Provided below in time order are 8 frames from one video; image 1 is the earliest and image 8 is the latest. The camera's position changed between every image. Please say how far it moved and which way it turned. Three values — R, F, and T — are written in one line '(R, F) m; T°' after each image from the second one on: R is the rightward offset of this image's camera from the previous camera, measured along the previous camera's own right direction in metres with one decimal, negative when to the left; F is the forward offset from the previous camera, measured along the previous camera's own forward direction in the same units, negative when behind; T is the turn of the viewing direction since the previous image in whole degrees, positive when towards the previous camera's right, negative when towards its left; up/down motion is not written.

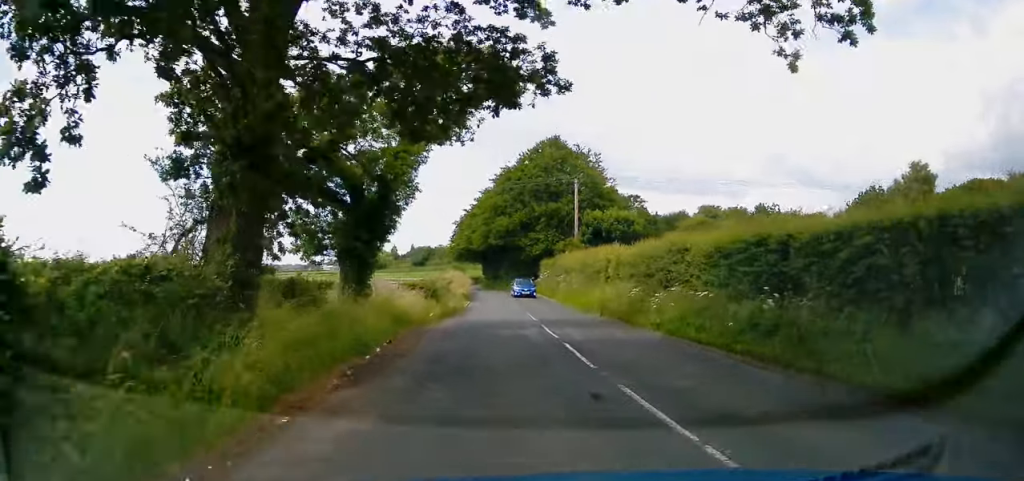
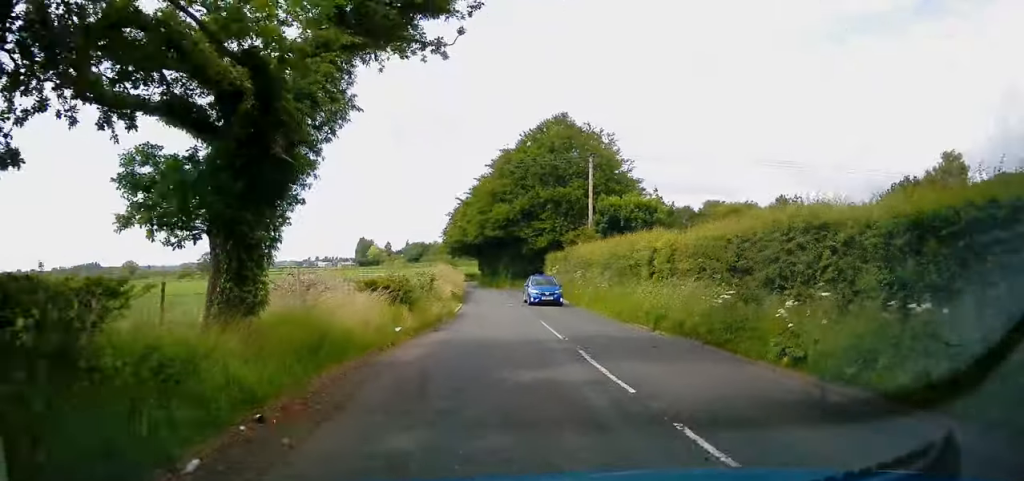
(+0.2, +8.5) m; +1°
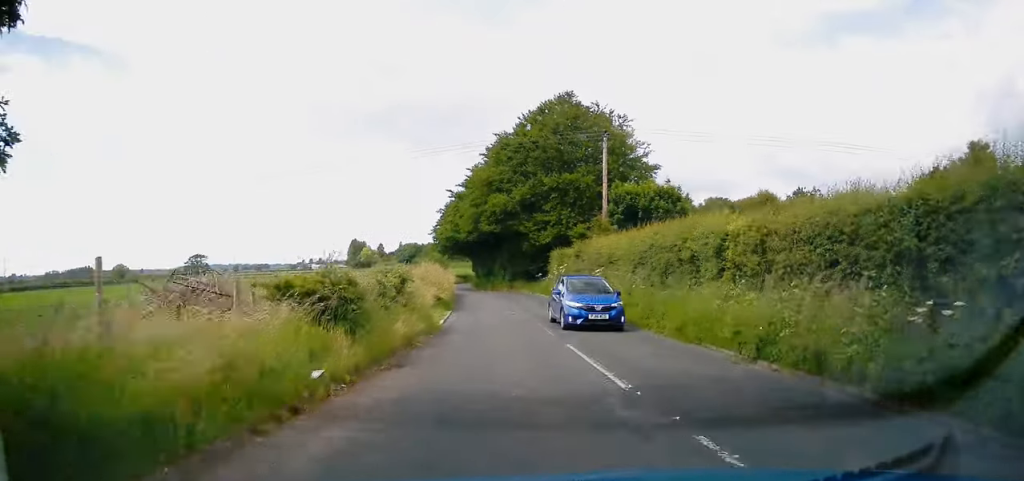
(0.0, +7.2) m; 0°
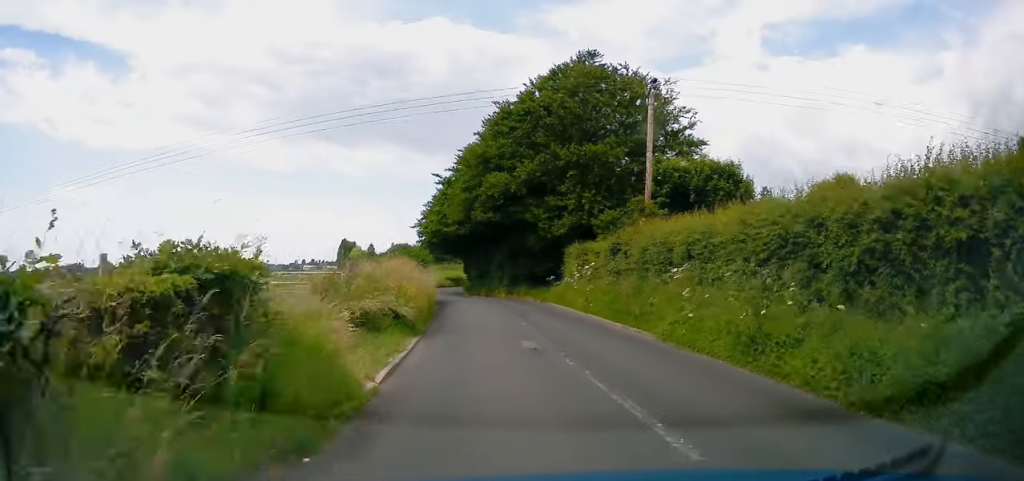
(0.0, +10.7) m; 0°
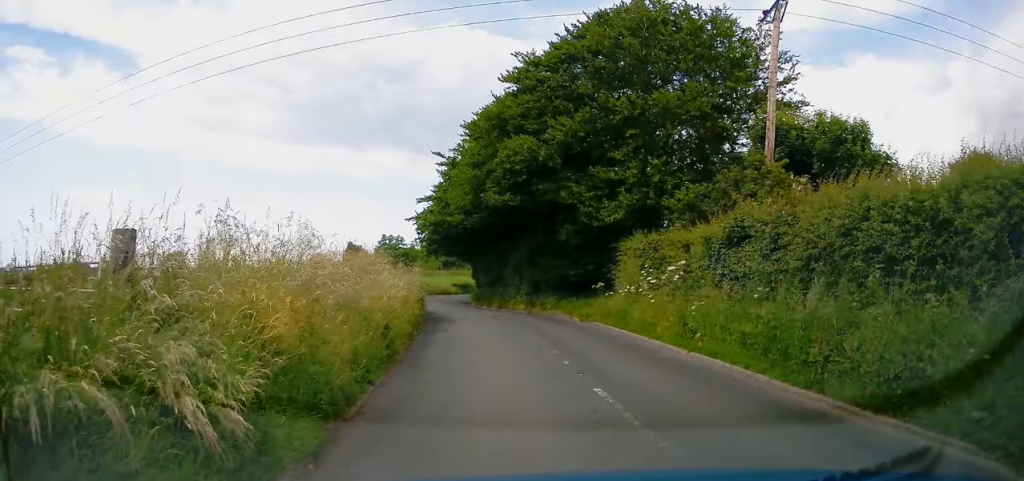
(0.0, +10.8) m; -1°
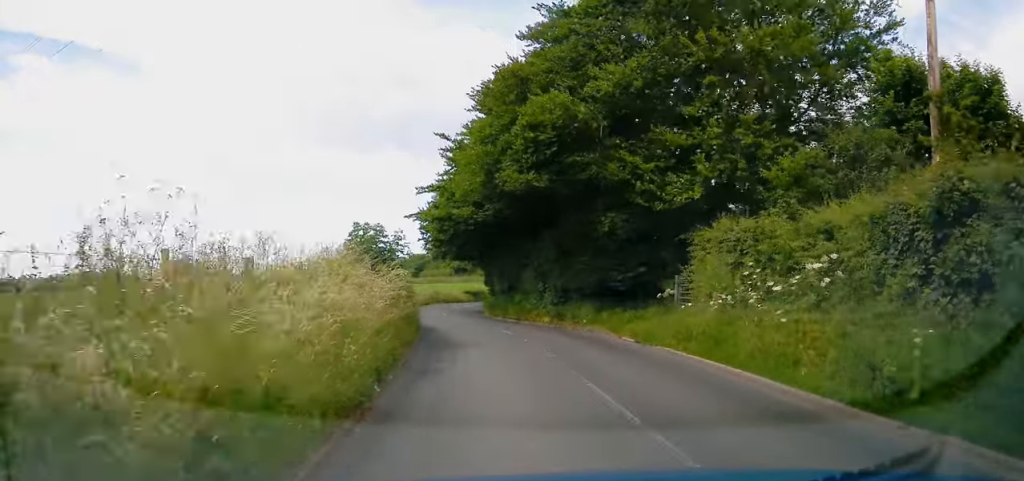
(0.0, +7.1) m; -1°
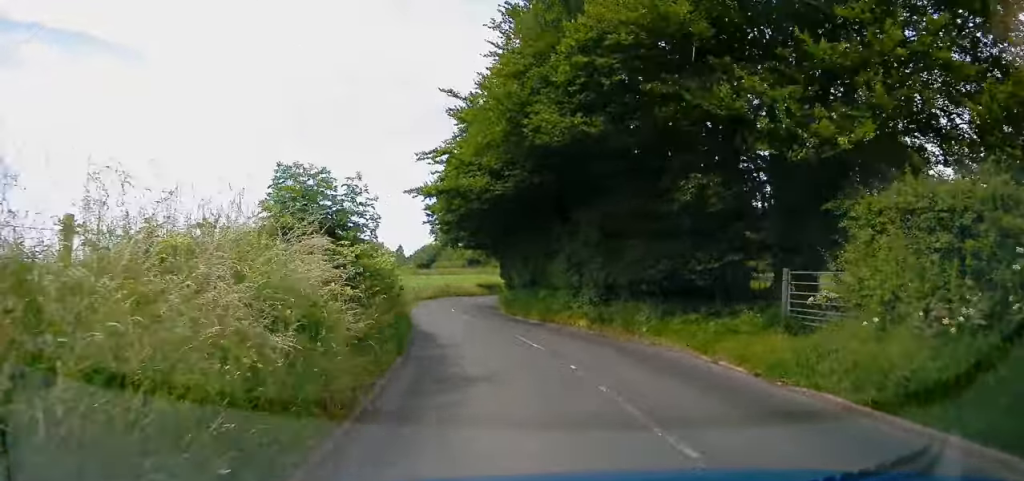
(0.0, +6.5) m; -2°
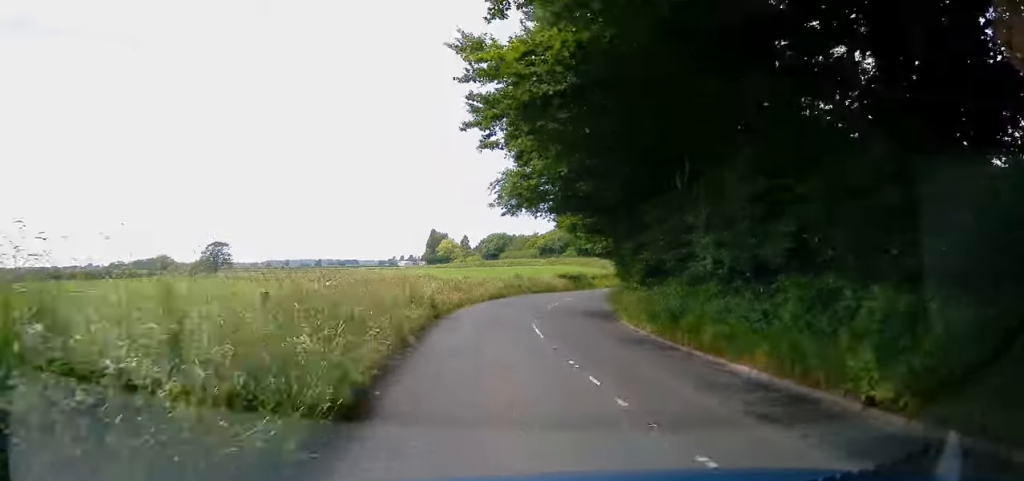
(-1.0, +22.5) m; -3°
